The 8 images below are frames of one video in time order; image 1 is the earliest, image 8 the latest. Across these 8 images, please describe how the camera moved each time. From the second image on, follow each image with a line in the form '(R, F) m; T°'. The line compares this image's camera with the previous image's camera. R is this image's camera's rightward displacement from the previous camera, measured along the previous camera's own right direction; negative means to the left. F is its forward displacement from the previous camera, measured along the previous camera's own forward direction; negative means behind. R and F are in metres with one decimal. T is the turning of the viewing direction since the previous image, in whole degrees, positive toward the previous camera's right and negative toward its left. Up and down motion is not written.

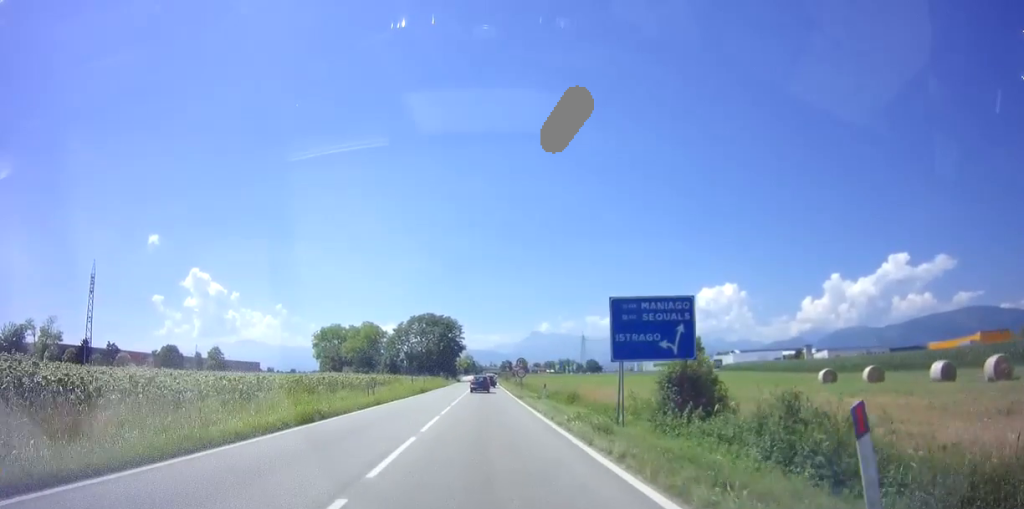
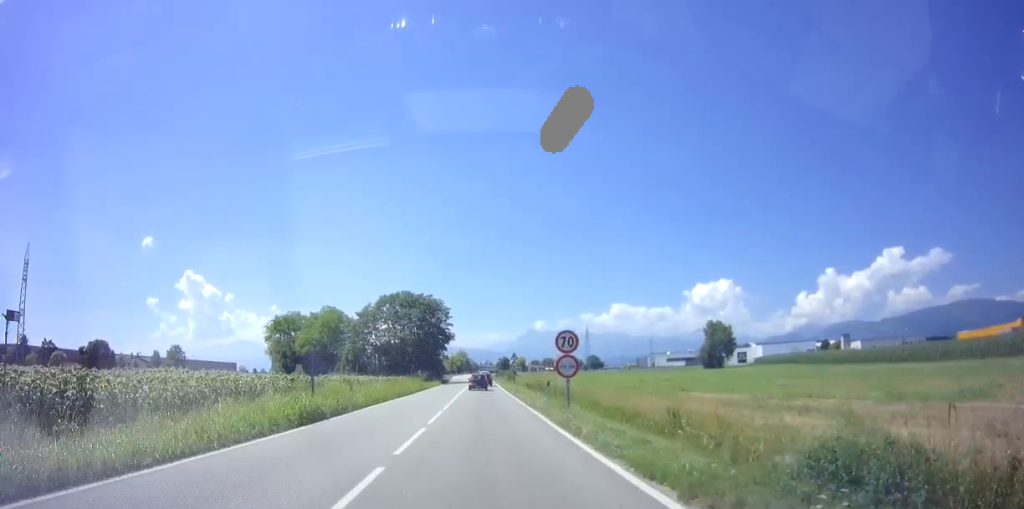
(0.0, +27.9) m; -1°
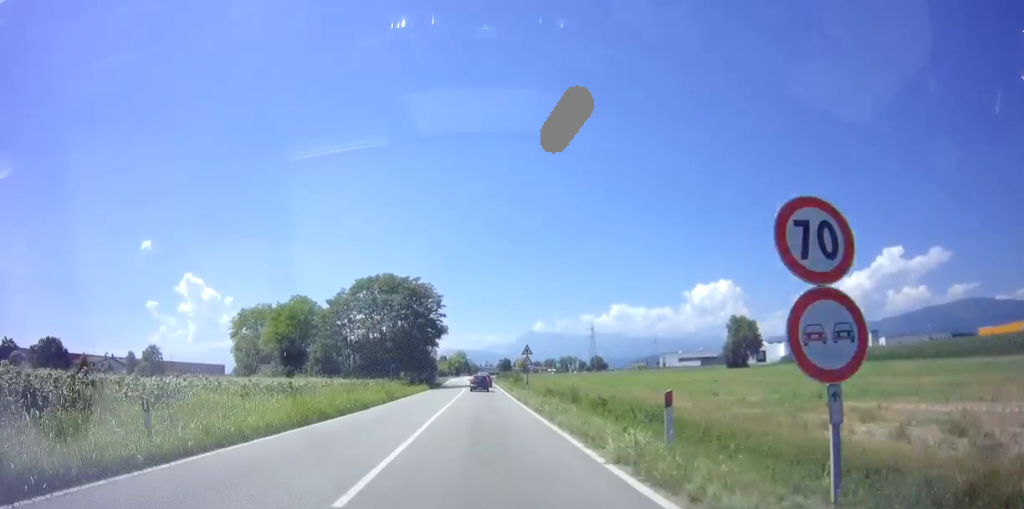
(0.0, +16.4) m; +1°
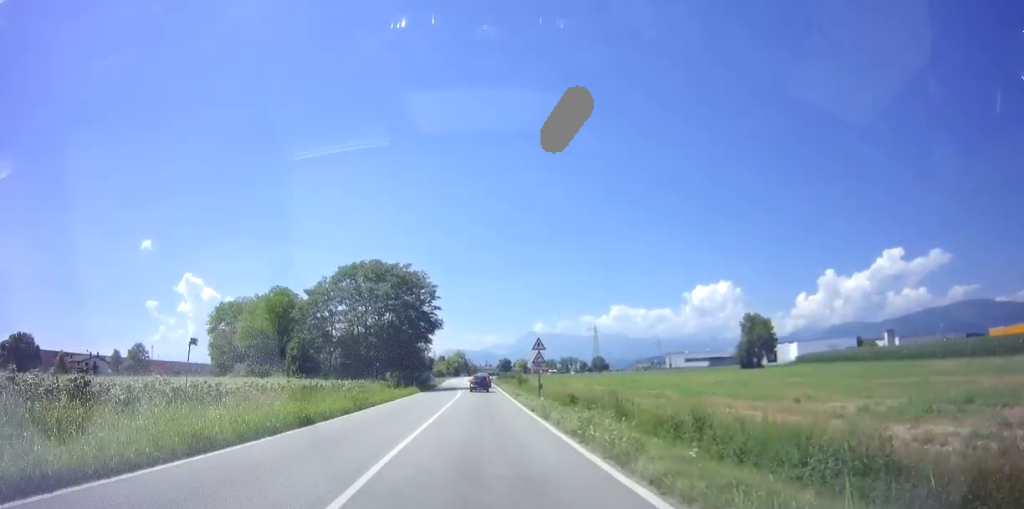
(+0.1, +8.2) m; 0°
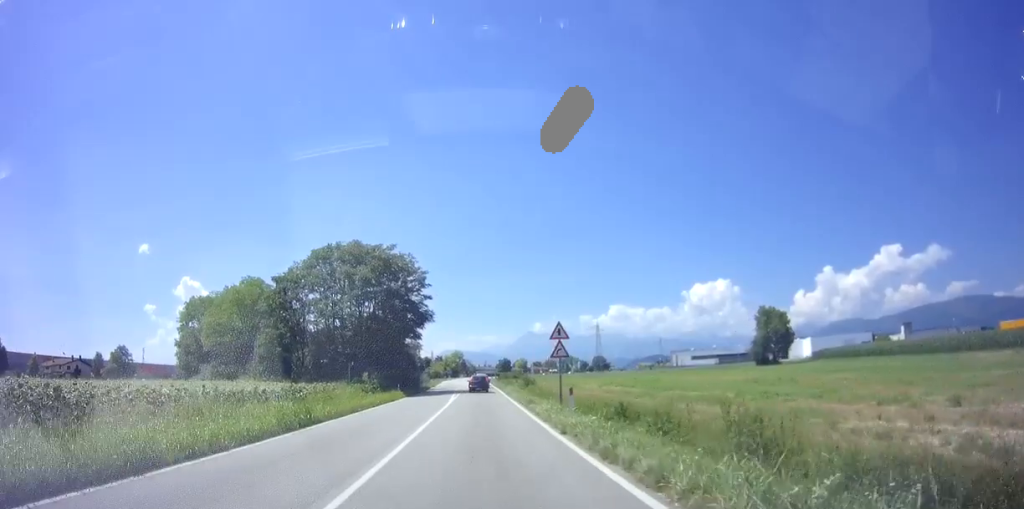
(+0.2, +8.7) m; 0°
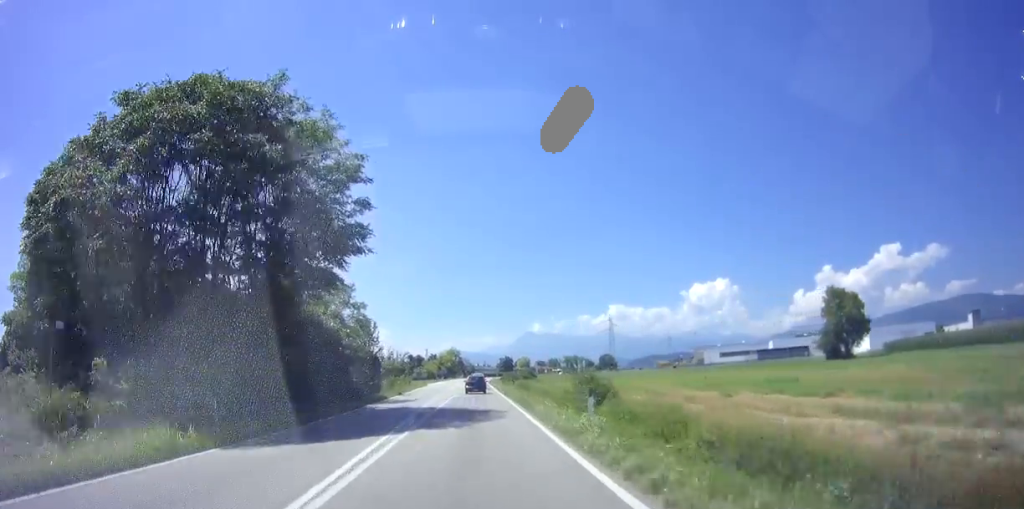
(-0.3, +27.9) m; -1°
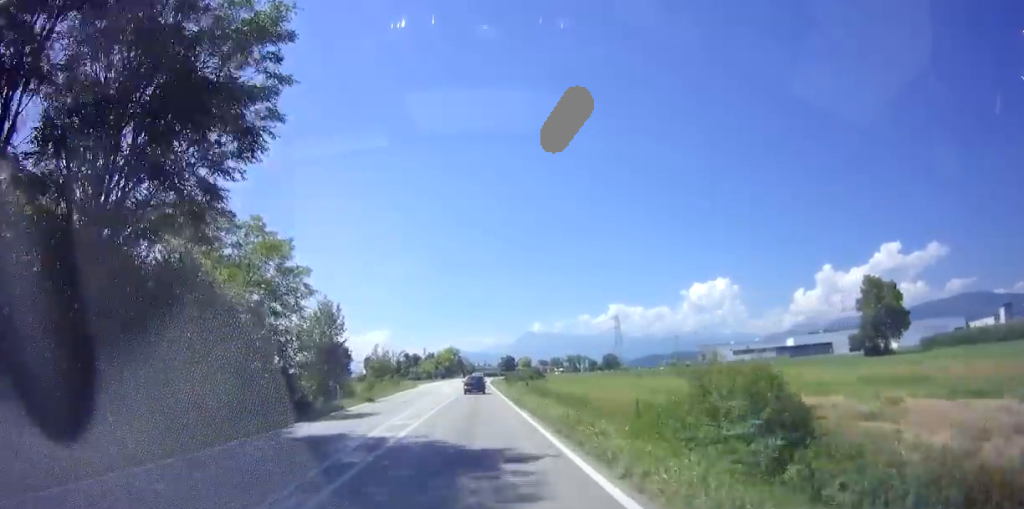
(+0.1, +11.1) m; 0°
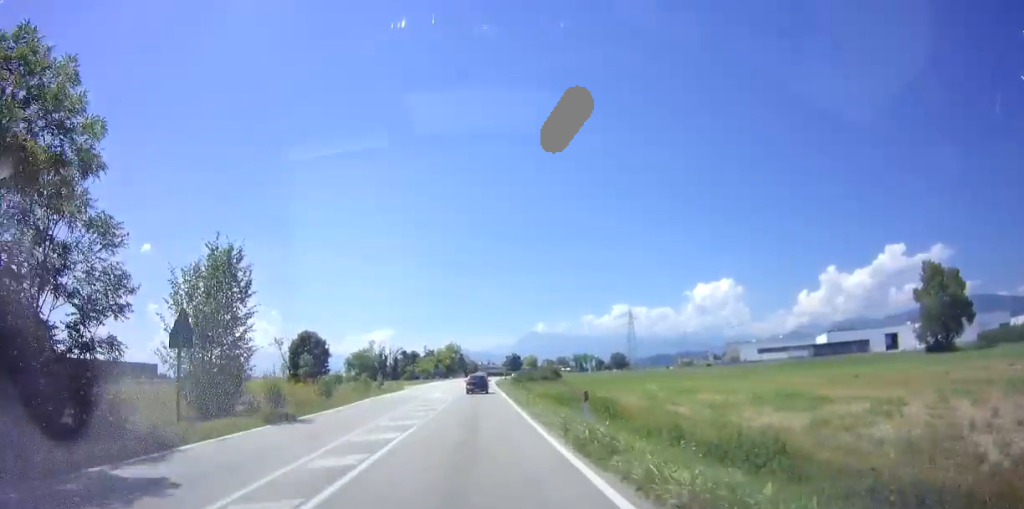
(-0.3, +14.6) m; +1°
